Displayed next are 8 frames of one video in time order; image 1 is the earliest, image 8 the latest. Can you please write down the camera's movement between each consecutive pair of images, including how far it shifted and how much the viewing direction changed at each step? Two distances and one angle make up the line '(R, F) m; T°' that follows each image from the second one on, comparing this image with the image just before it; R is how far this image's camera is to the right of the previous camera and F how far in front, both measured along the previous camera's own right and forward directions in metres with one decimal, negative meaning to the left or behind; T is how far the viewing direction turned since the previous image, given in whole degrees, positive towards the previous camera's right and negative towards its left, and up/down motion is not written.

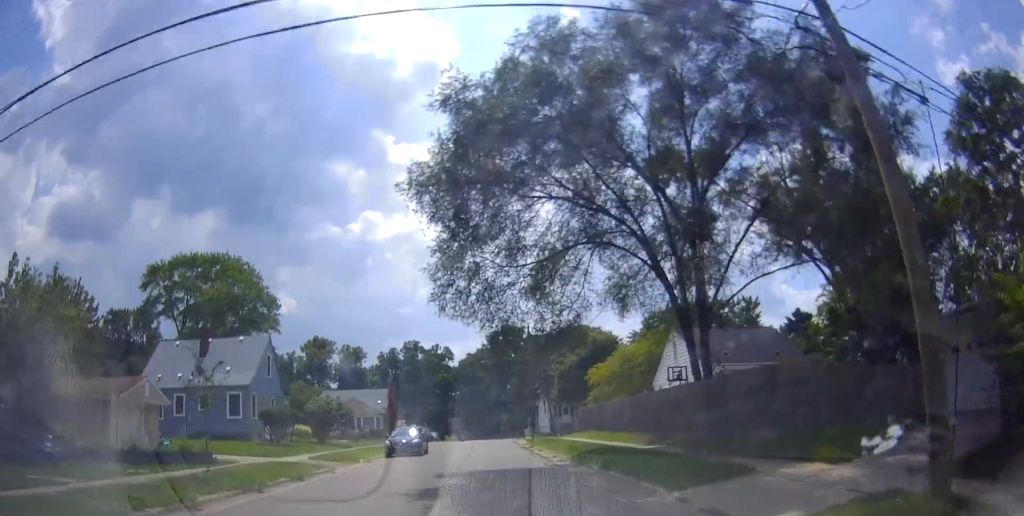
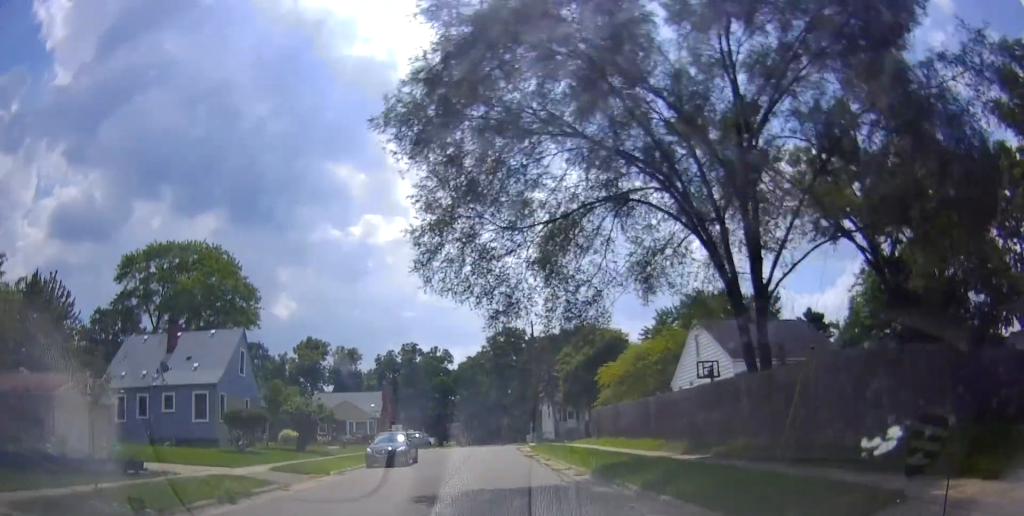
(0.0, +4.2) m; 0°
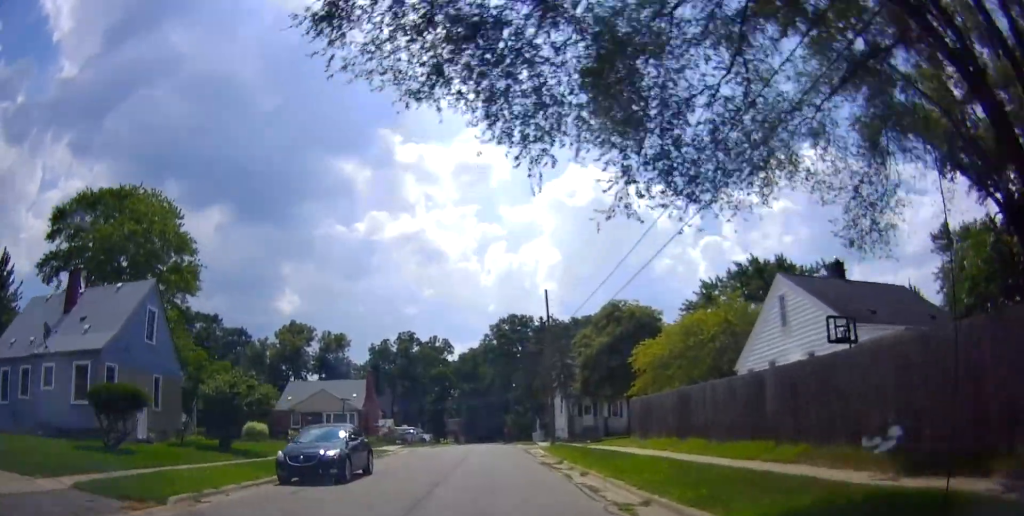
(0.0, +9.9) m; 0°
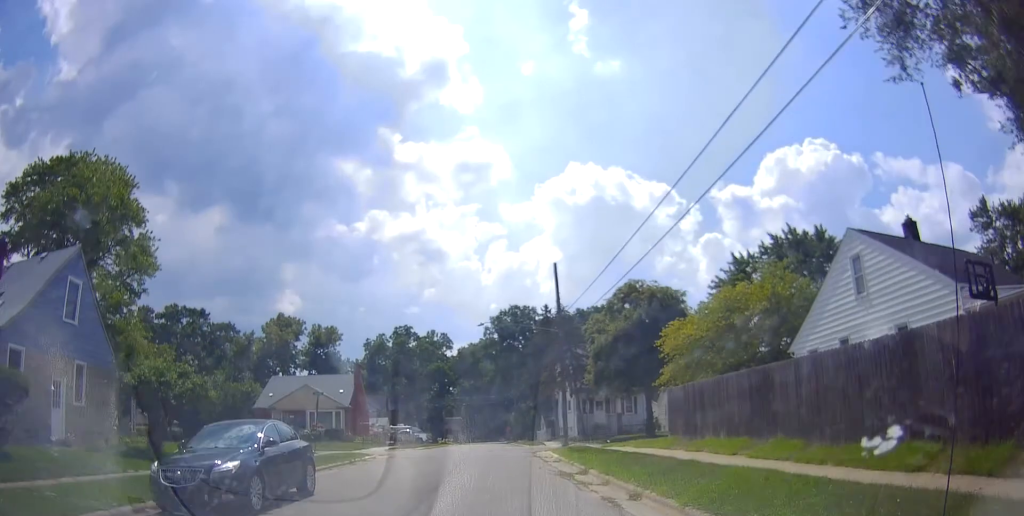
(0.0, +5.5) m; 0°
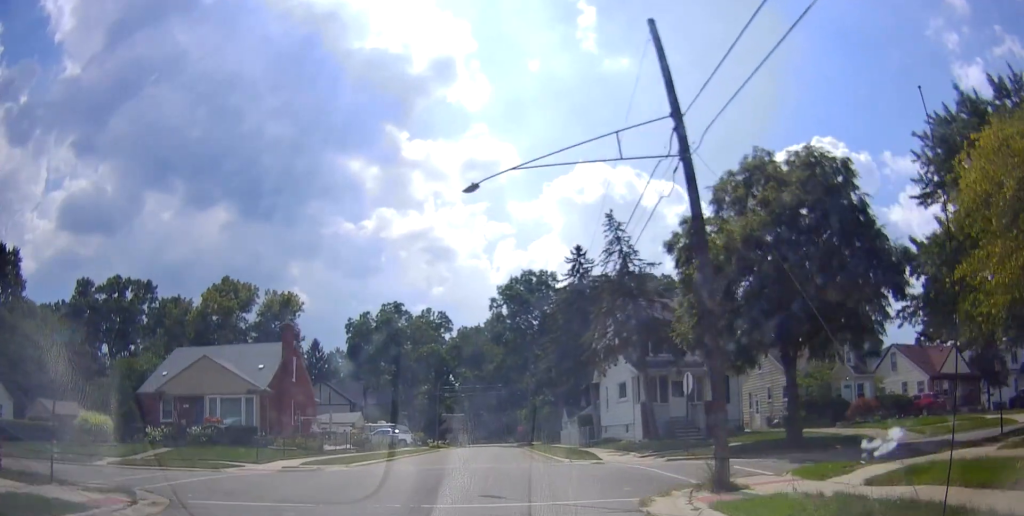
(-0.8, +22.2) m; -5°
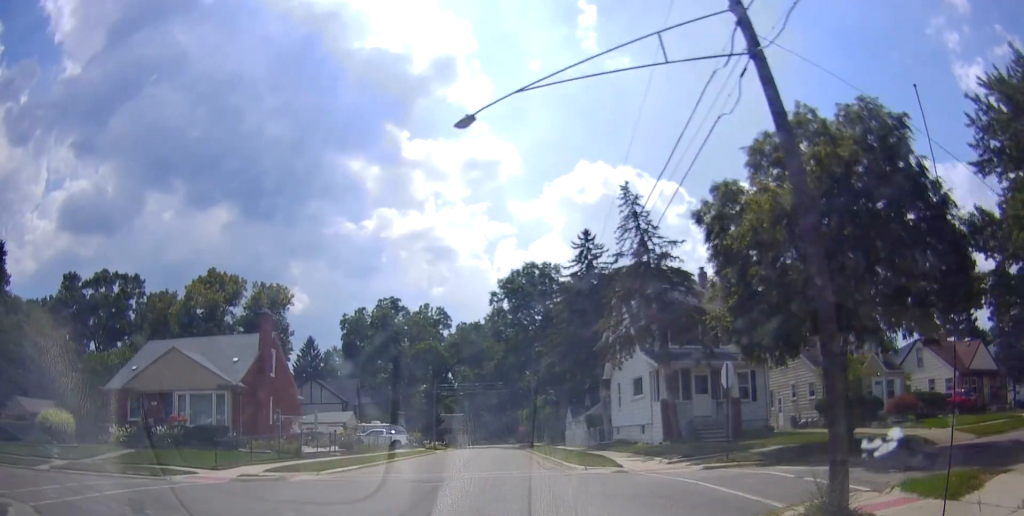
(-0.3, +5.4) m; 0°
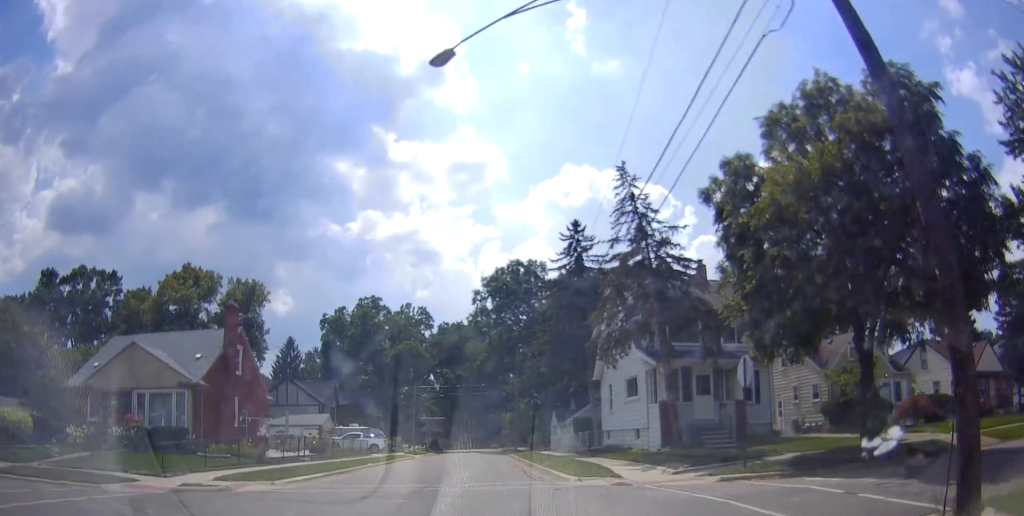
(+0.4, +4.1) m; +4°
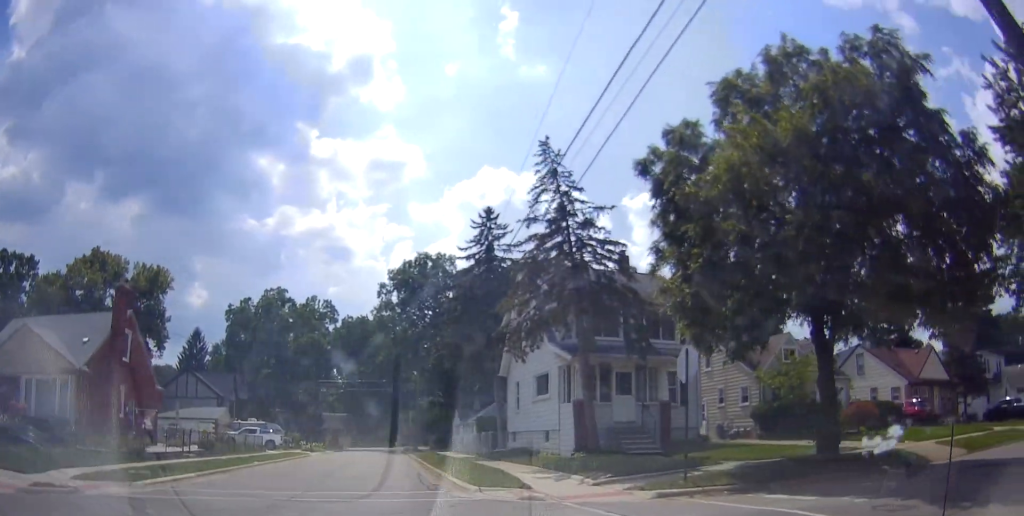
(+0.2, +4.5) m; +11°
